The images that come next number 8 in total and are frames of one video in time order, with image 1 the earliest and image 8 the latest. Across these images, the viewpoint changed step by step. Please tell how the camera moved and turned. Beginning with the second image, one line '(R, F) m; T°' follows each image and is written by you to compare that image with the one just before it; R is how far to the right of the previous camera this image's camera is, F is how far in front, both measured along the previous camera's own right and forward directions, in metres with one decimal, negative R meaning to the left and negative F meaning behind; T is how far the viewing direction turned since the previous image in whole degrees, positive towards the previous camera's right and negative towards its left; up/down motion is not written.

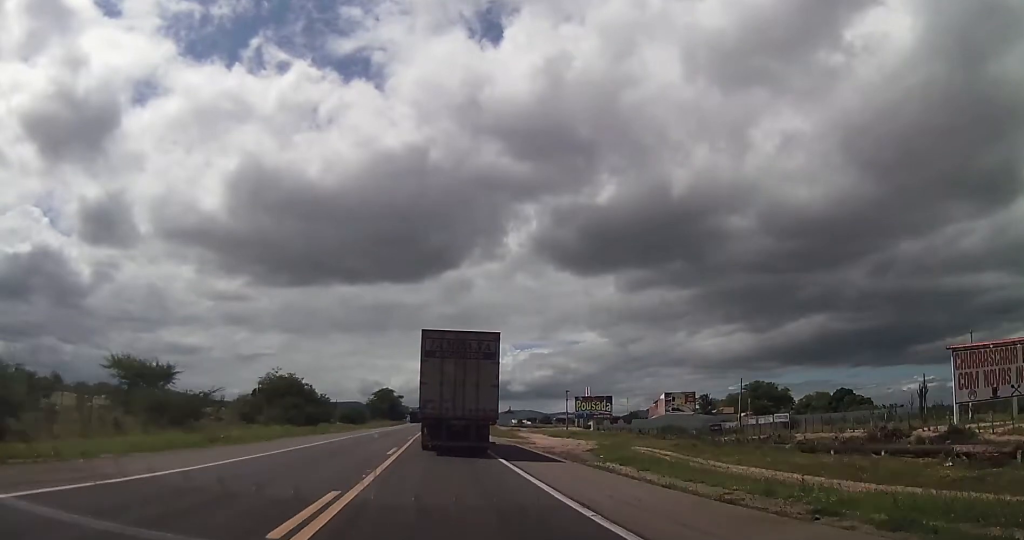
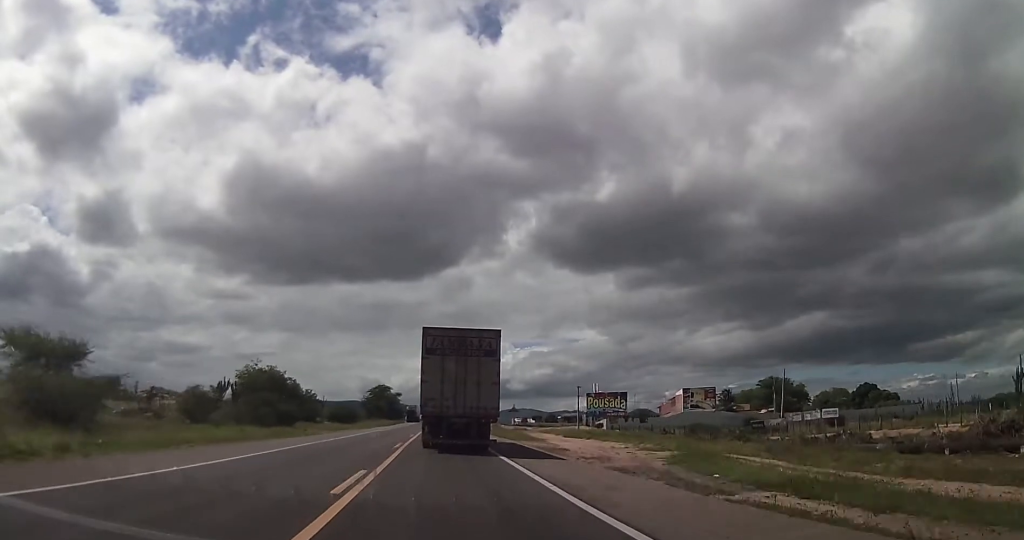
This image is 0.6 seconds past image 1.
(0.0, +12.4) m; 0°
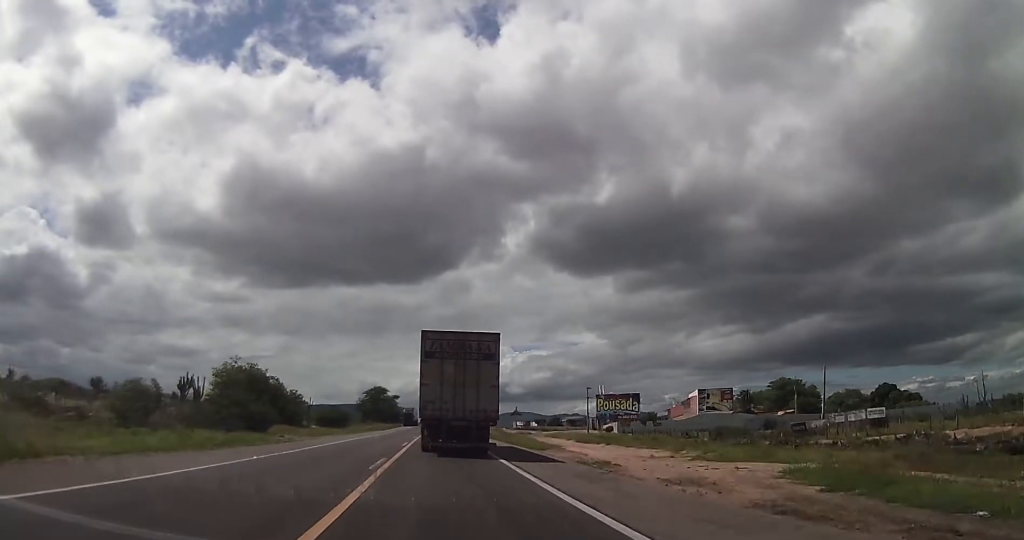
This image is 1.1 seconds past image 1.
(0.0, +9.7) m; 0°
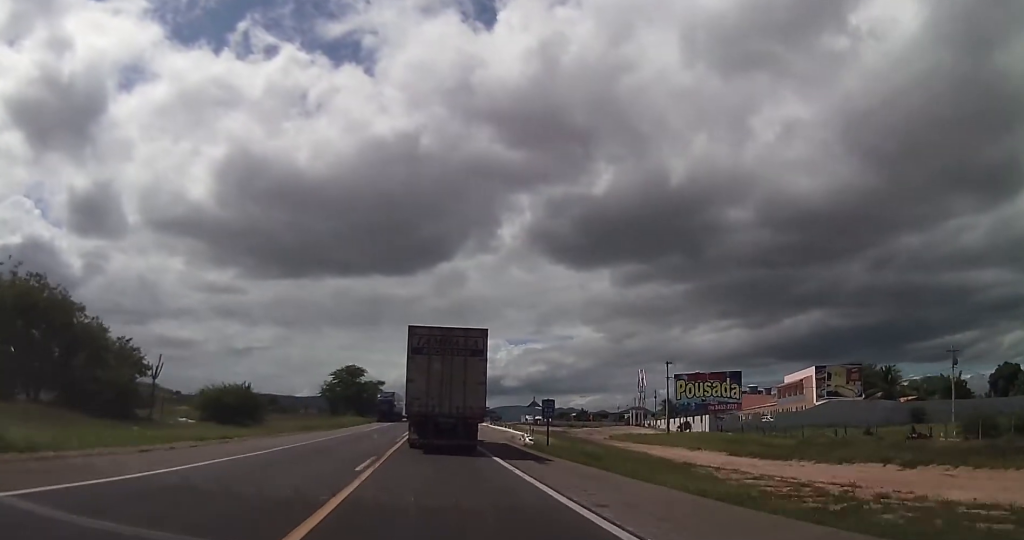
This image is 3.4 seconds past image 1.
(-0.1, +50.8) m; 0°
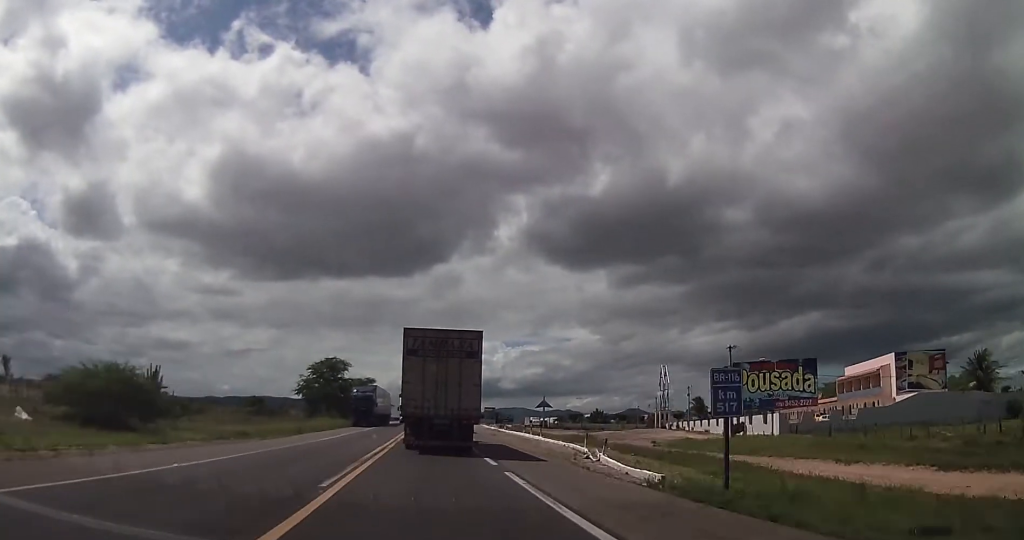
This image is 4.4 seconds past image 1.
(0.0, +22.9) m; 0°
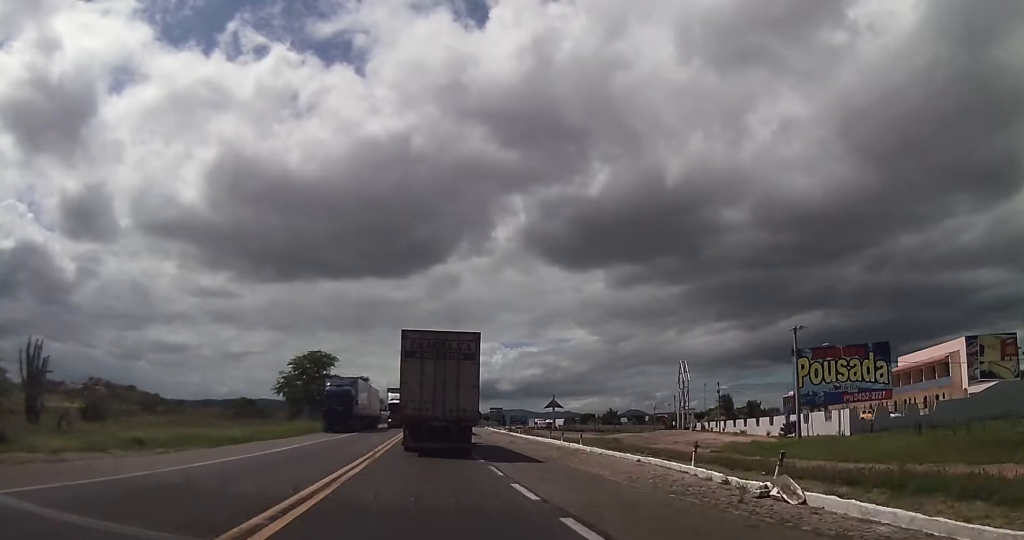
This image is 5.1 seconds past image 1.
(0.0, +16.1) m; 0°
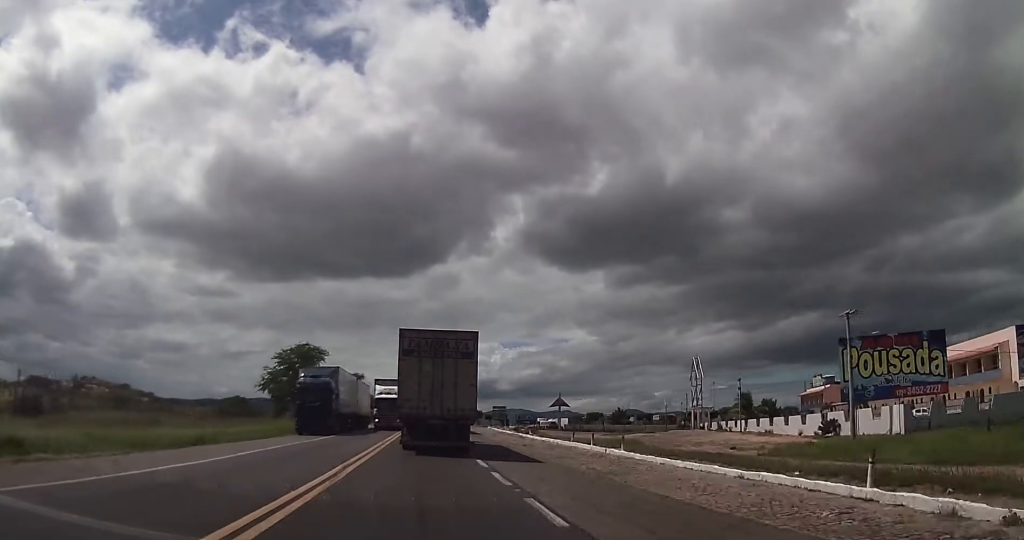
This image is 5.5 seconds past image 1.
(0.0, +9.7) m; 0°
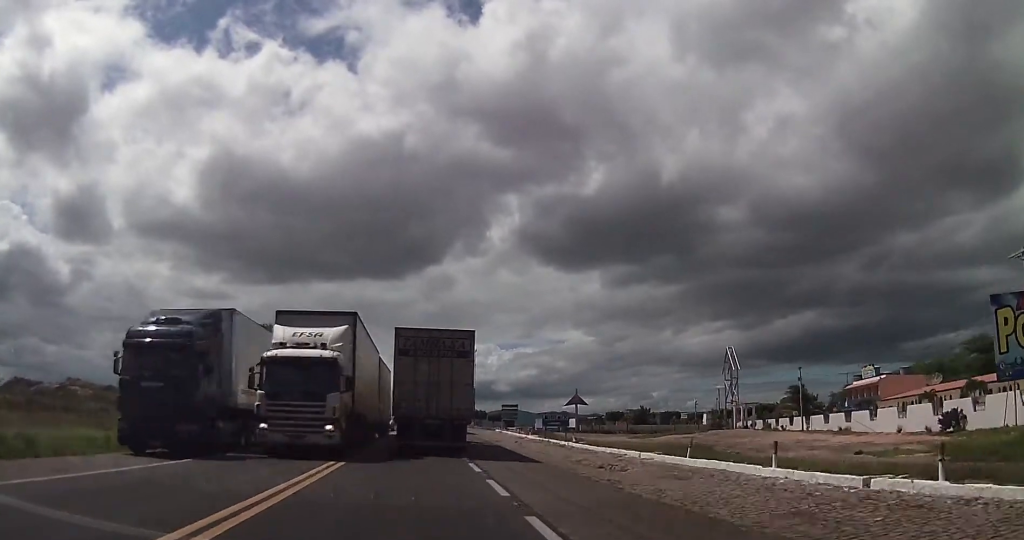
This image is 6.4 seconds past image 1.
(0.0, +20.3) m; -1°
